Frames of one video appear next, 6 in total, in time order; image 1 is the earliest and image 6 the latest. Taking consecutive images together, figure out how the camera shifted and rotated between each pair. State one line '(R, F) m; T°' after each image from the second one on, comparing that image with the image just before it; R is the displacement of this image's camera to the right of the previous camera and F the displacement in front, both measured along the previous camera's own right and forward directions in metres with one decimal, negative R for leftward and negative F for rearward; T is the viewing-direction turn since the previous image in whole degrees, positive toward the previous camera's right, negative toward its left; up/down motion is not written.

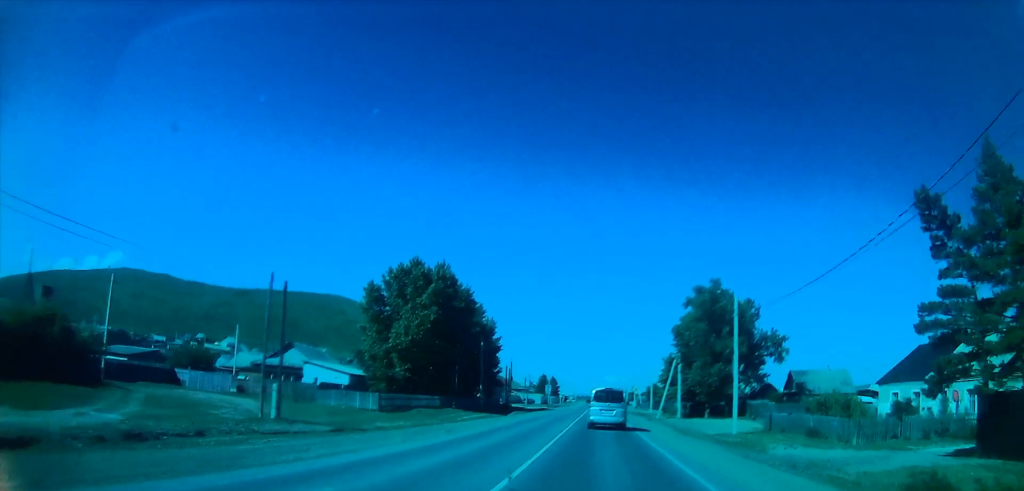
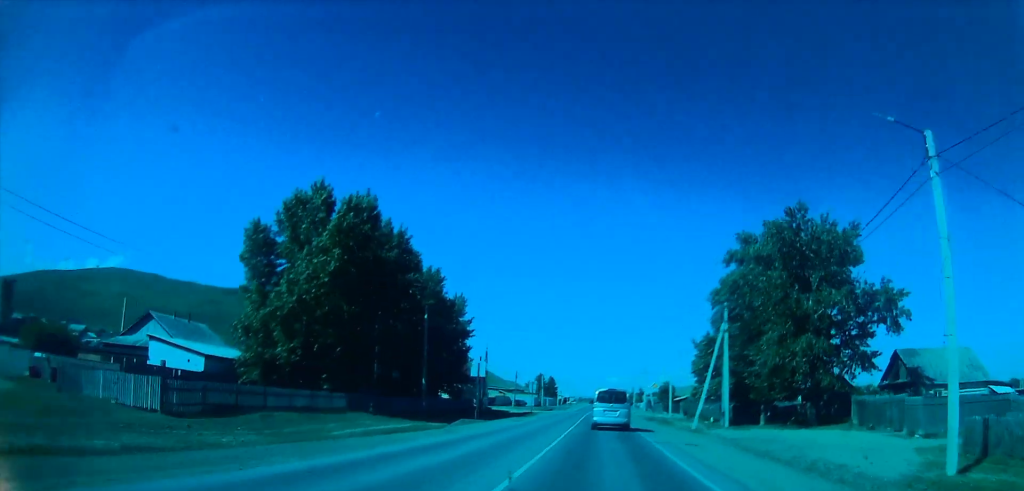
(-0.4, +26.5) m; 0°
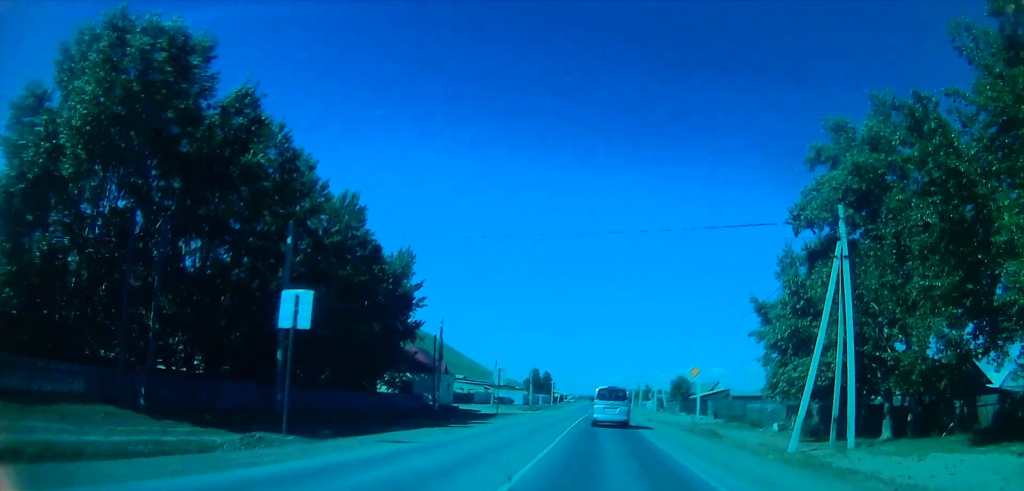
(+0.4, +24.4) m; 0°
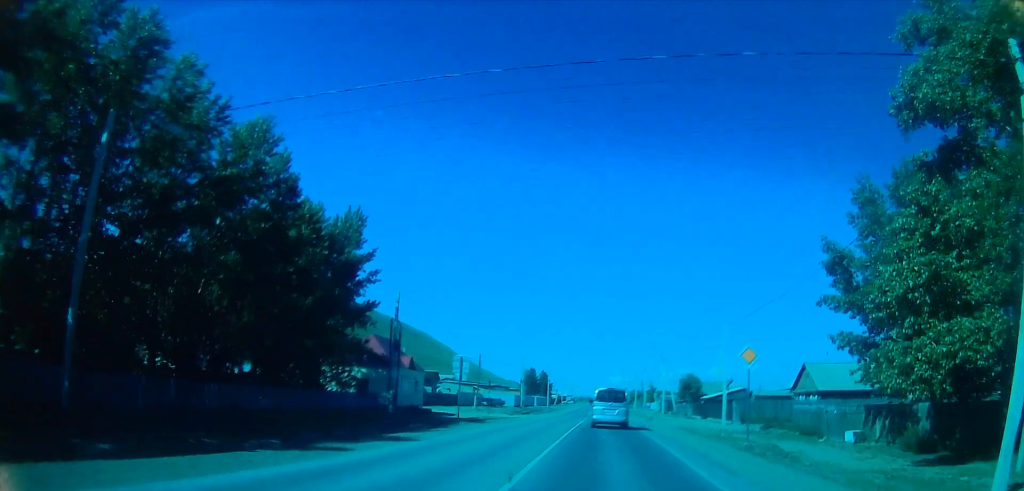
(-0.1, +13.4) m; +1°
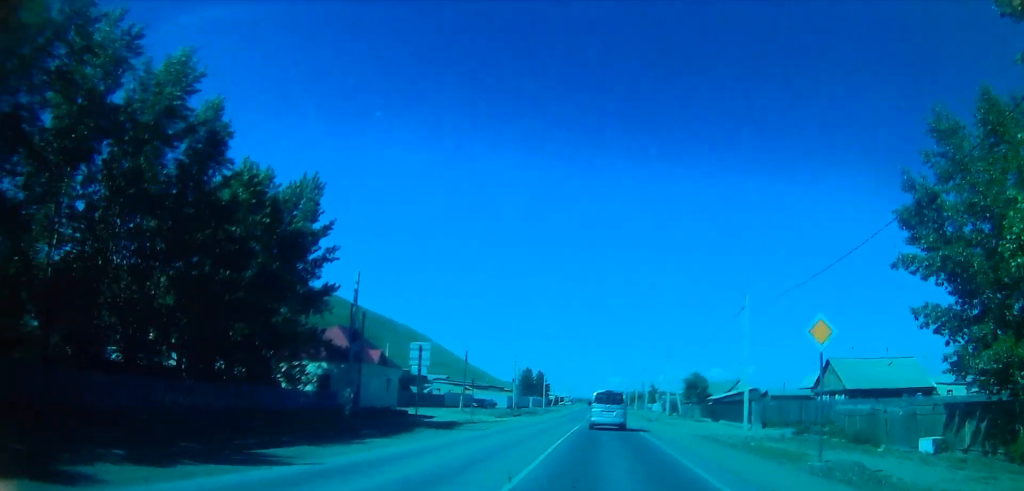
(-0.3, +8.0) m; +1°
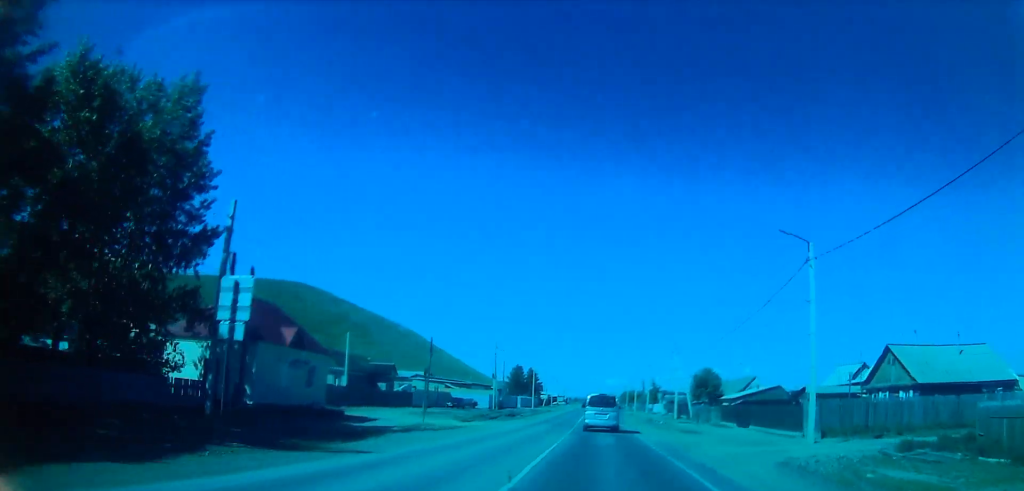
(+0.7, +14.5) m; +1°
